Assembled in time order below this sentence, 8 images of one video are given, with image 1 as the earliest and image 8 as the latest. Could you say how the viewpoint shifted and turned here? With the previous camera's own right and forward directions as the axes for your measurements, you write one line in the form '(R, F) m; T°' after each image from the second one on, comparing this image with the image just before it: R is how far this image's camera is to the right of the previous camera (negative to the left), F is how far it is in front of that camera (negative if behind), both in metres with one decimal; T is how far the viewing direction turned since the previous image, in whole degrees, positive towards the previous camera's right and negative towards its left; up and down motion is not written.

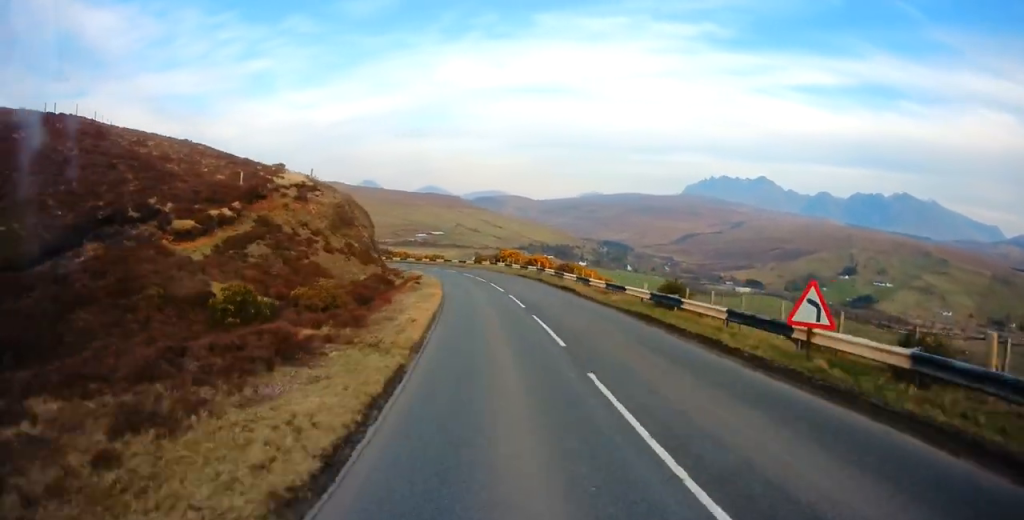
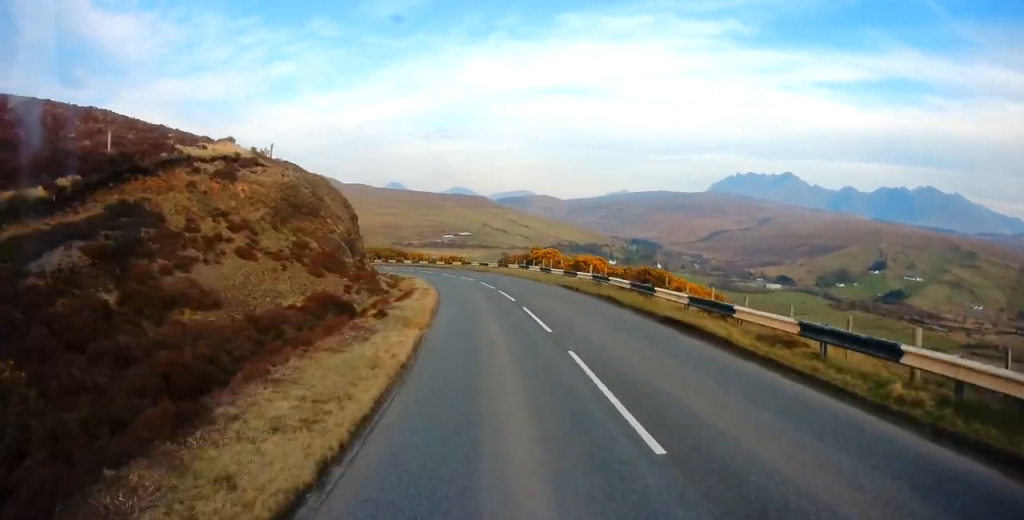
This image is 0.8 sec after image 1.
(-0.5, +16.3) m; -3°
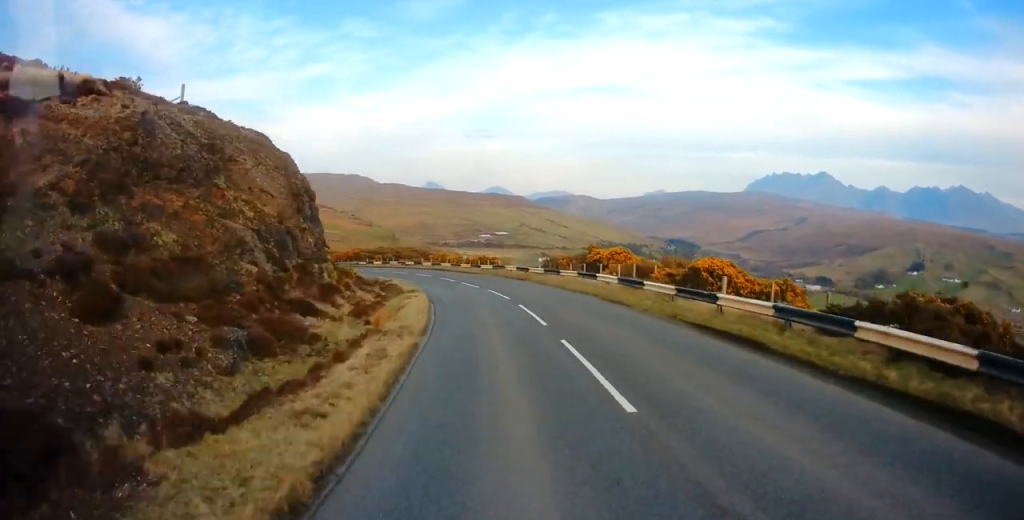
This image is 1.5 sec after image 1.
(-0.4, +16.4) m; -3°
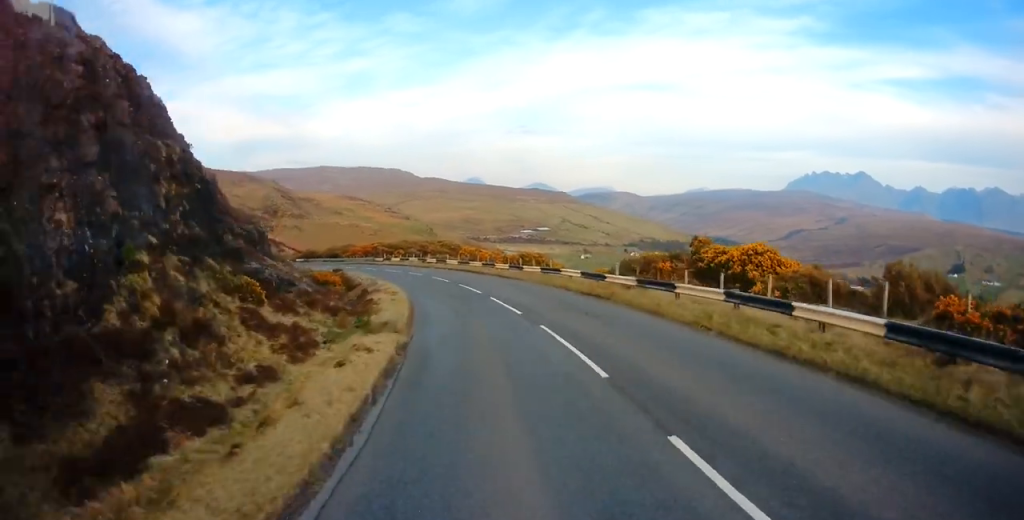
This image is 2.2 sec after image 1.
(-0.3, +15.6) m; -4°
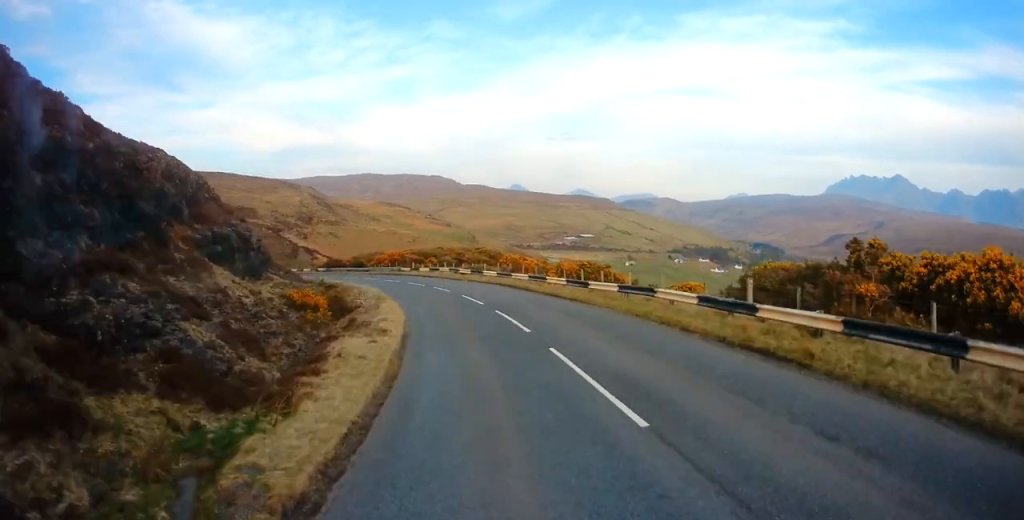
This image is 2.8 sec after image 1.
(-0.2, +11.3) m; -4°
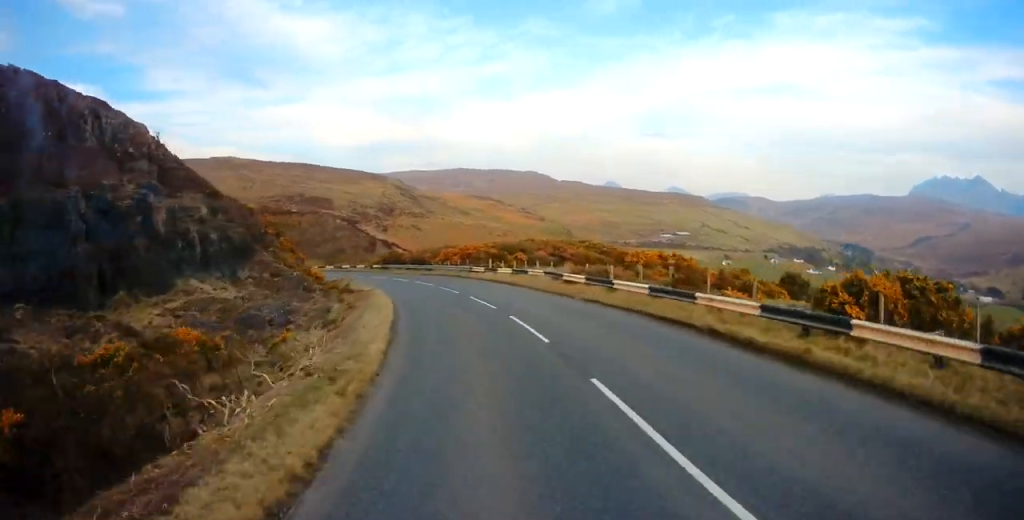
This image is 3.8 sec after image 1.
(-1.5, +21.6) m; -9°
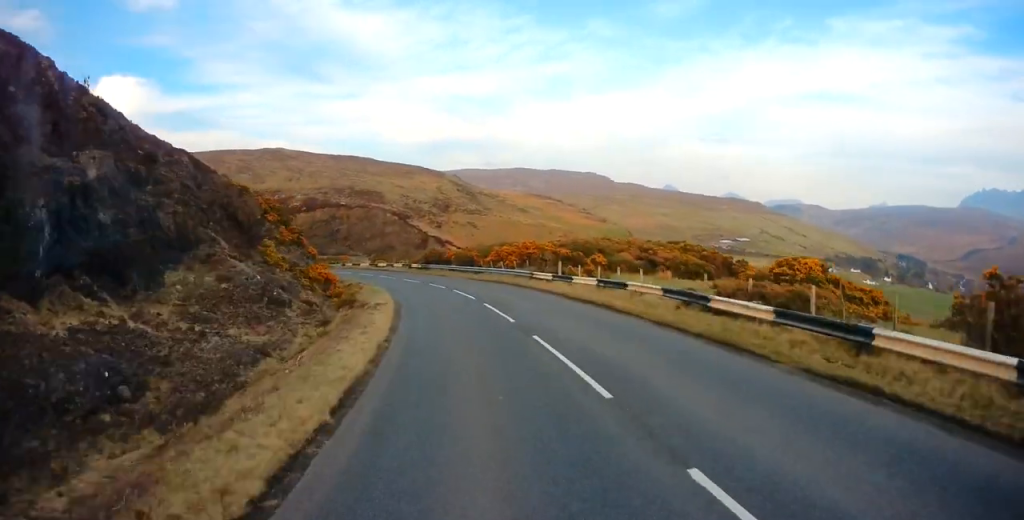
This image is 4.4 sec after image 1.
(-0.7, +12.9) m; -5°
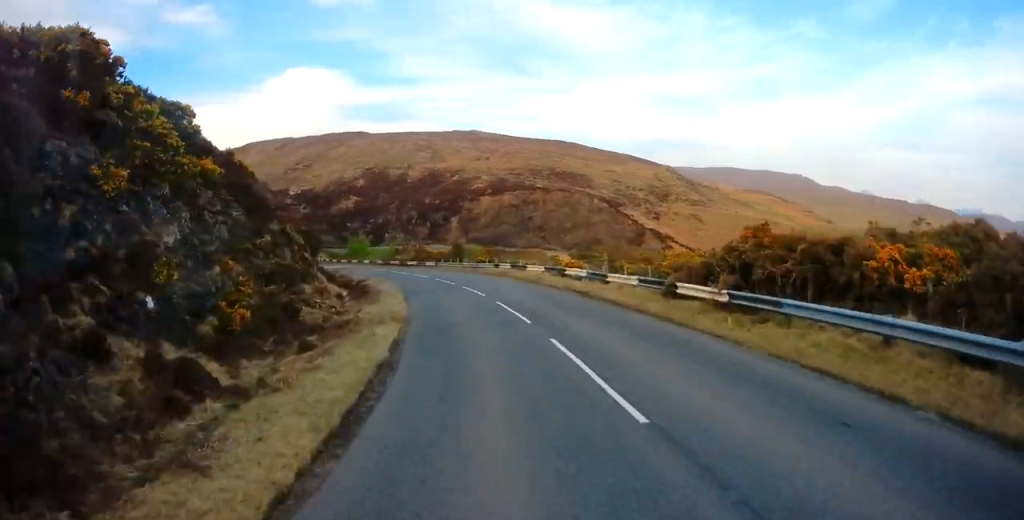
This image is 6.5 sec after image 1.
(-7.6, +44.4) m; -20°
